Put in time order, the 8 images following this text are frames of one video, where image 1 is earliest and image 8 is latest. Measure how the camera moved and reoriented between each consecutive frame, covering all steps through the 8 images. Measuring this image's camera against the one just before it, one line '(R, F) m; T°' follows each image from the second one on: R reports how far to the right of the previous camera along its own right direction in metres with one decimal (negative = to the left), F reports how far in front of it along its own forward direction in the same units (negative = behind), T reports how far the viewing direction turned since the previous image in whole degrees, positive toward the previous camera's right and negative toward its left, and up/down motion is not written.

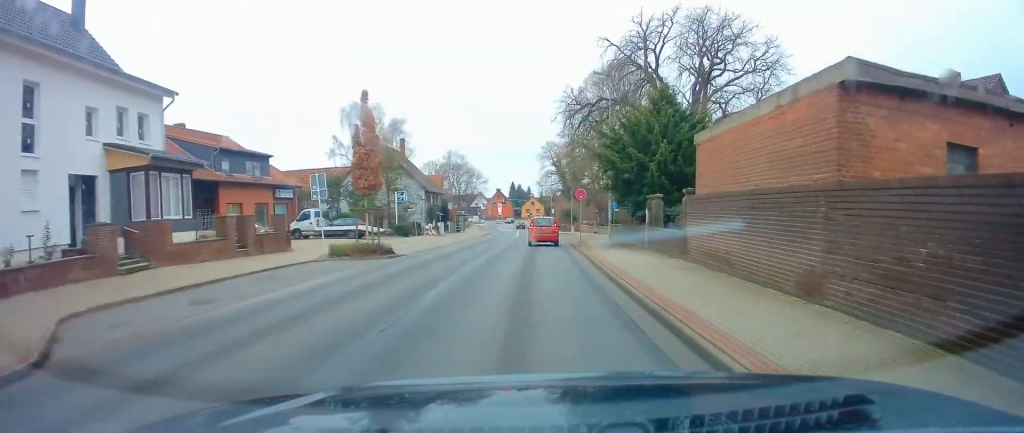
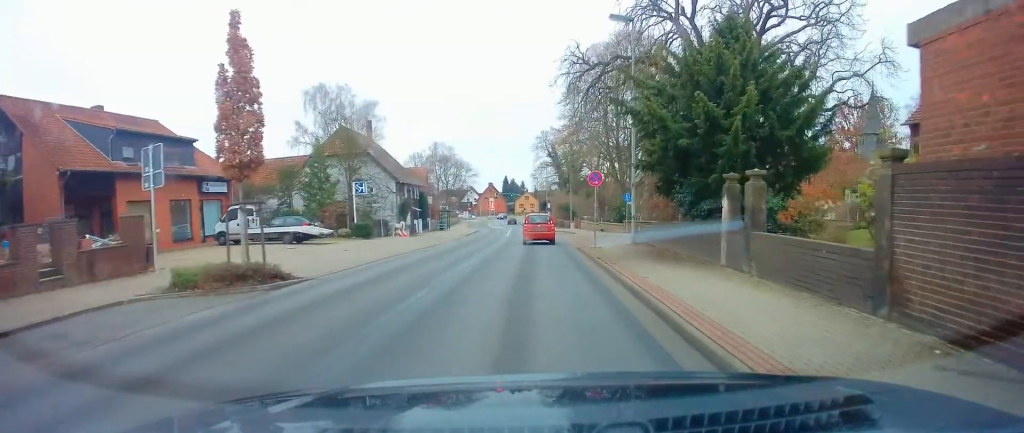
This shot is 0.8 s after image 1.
(+0.1, +9.8) m; +1°
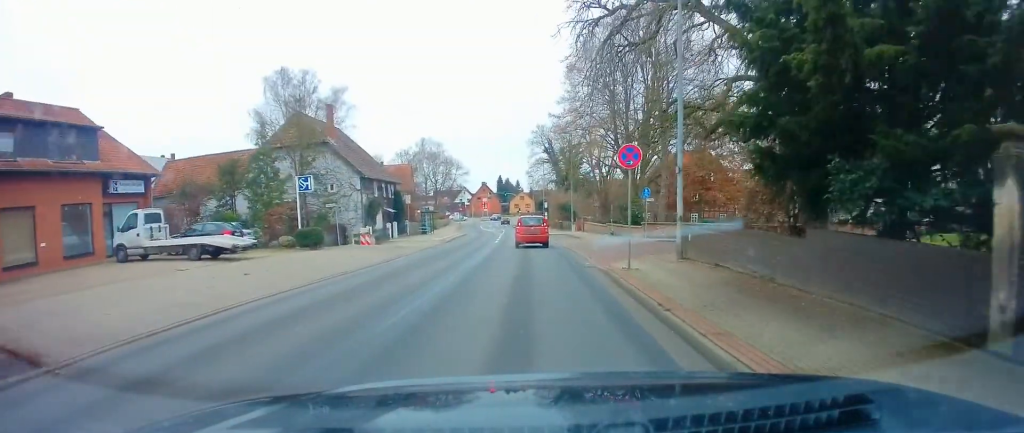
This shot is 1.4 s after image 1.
(0.0, +8.8) m; +1°
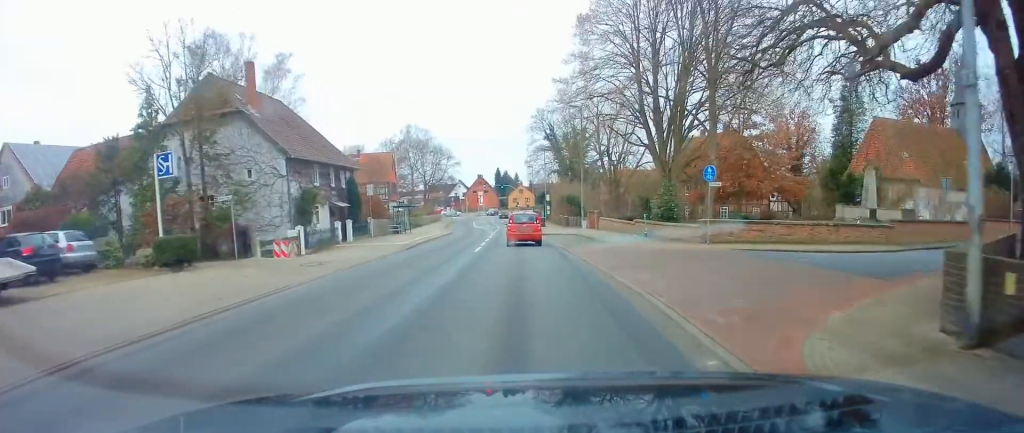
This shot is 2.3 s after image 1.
(+0.3, +12.1) m; +1°
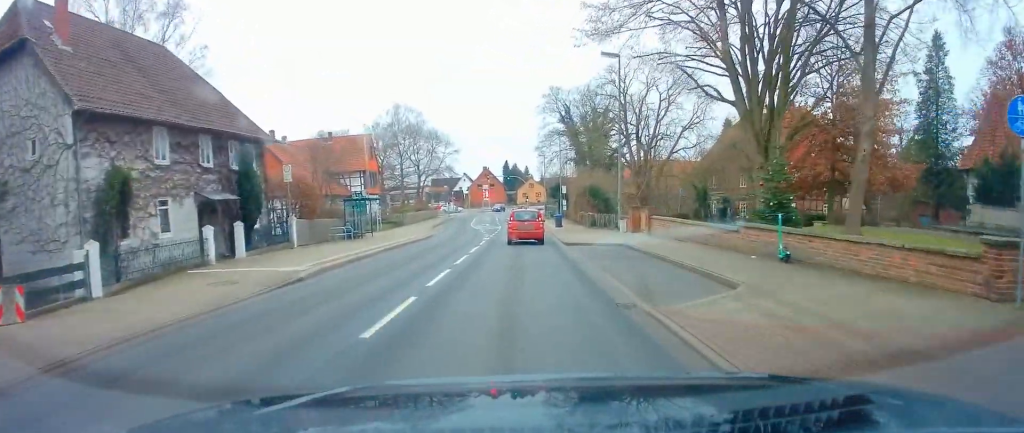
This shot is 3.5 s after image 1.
(0.0, +15.2) m; -1°
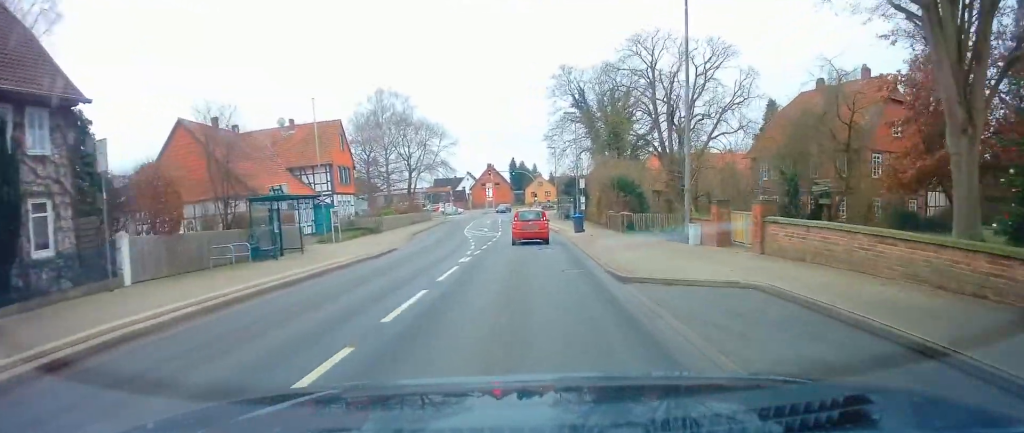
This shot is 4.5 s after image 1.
(-0.3, +12.8) m; -1°
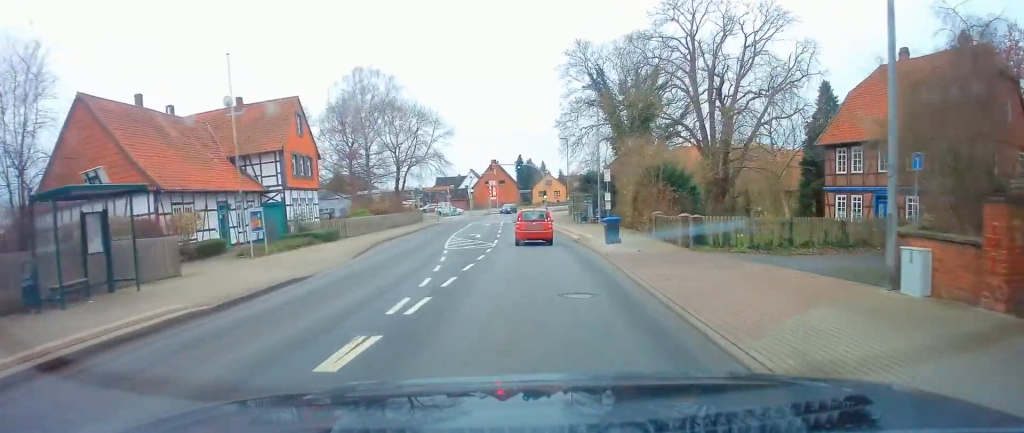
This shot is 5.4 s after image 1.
(0.0, +11.7) m; -1°
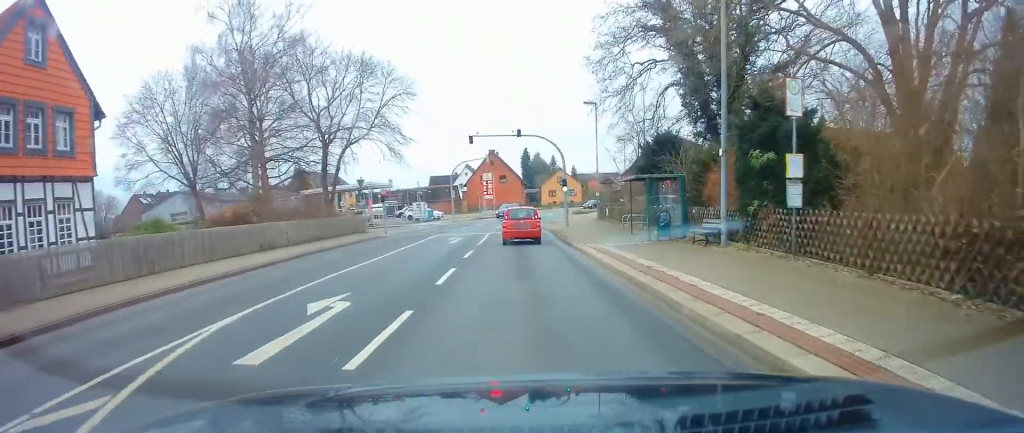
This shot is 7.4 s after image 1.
(-0.6, +26.8) m; -2°
